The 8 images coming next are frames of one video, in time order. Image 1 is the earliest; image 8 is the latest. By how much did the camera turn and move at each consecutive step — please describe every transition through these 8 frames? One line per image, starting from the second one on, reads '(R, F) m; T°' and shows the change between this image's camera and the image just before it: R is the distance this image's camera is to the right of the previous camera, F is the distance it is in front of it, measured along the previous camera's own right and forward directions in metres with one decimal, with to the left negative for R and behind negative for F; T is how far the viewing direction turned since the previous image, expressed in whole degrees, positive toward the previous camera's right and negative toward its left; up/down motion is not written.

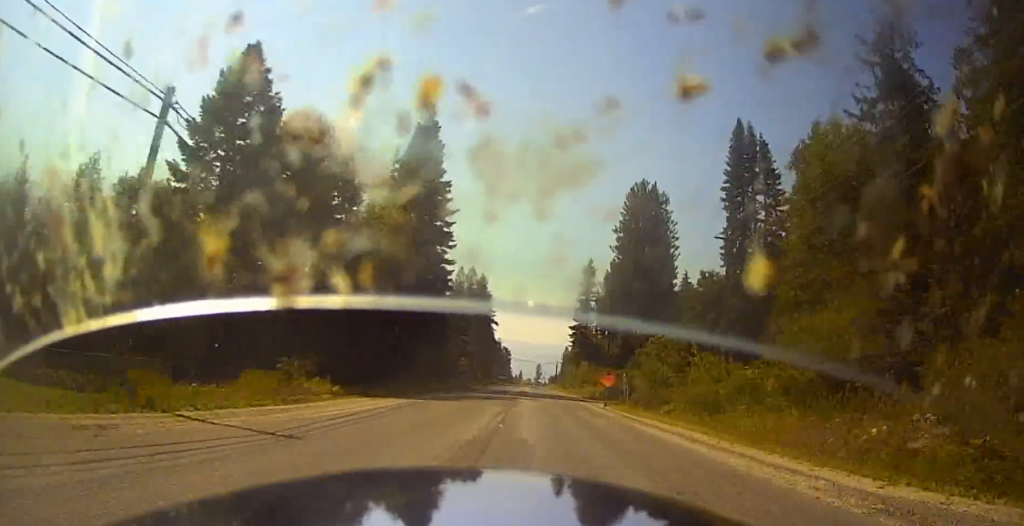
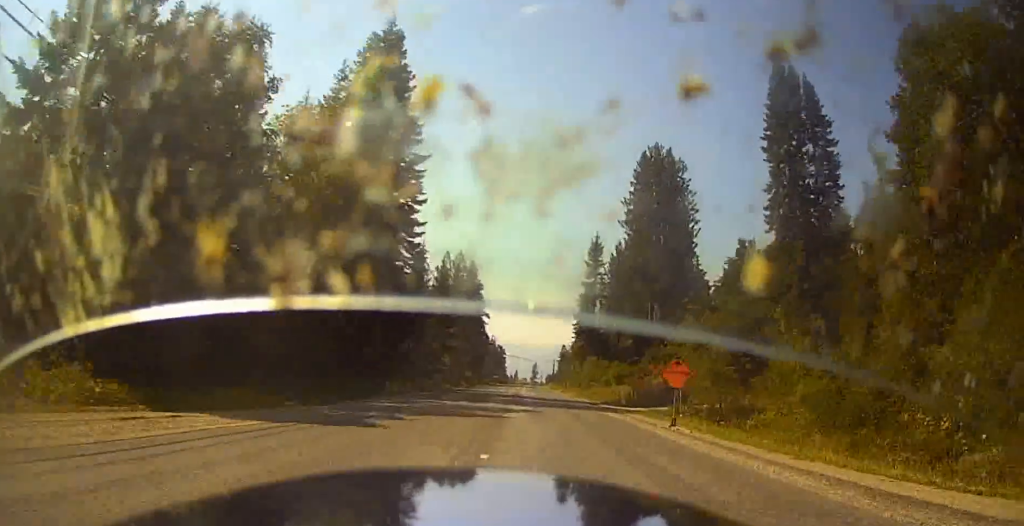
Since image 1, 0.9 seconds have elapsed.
(+0.2, +16.1) m; +2°
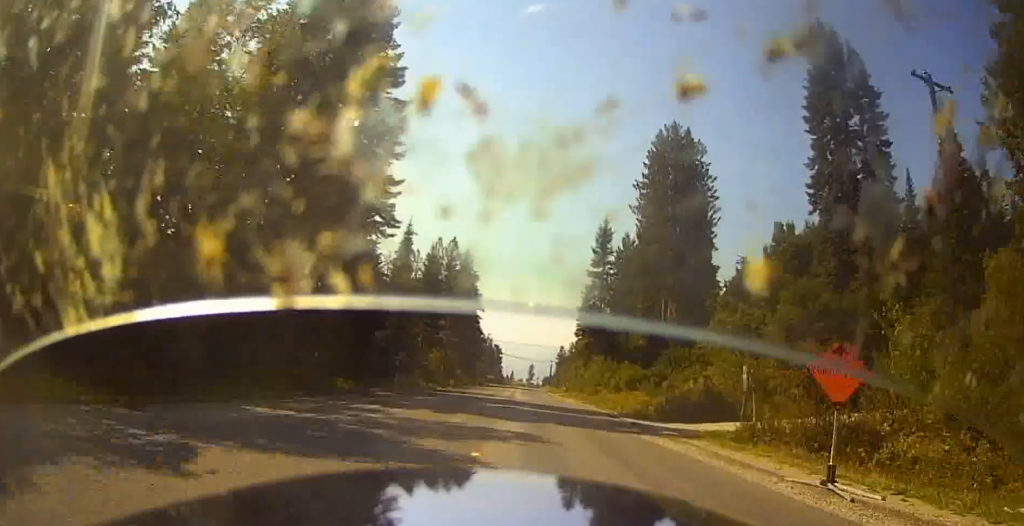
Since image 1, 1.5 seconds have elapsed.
(+0.2, +9.7) m; 0°
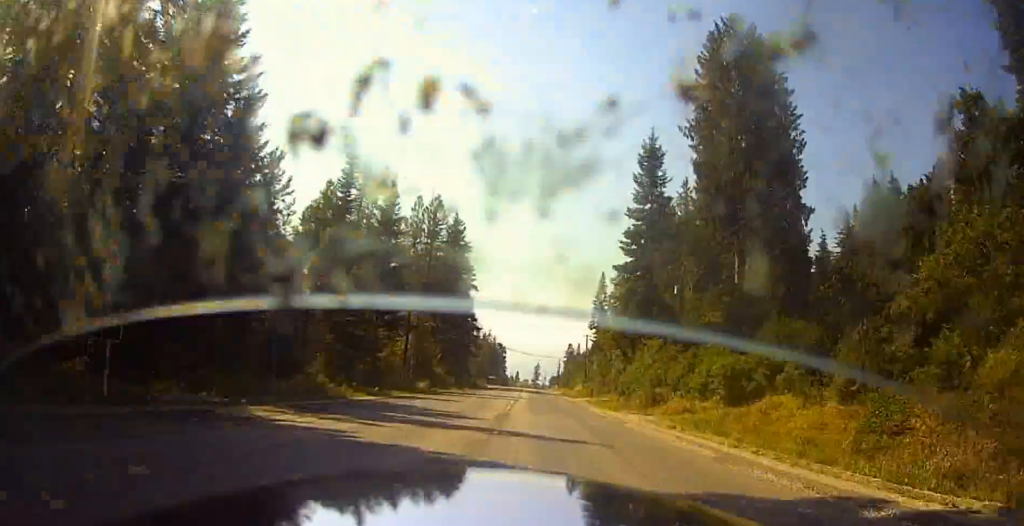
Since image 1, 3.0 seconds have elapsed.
(-0.5, +26.3) m; -3°
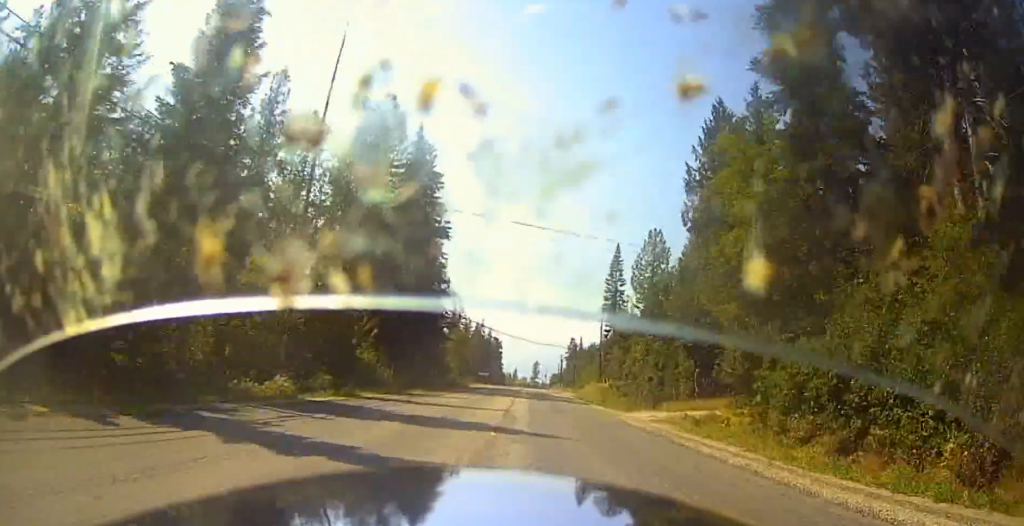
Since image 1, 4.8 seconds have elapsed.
(+0.5, +30.0) m; +2°
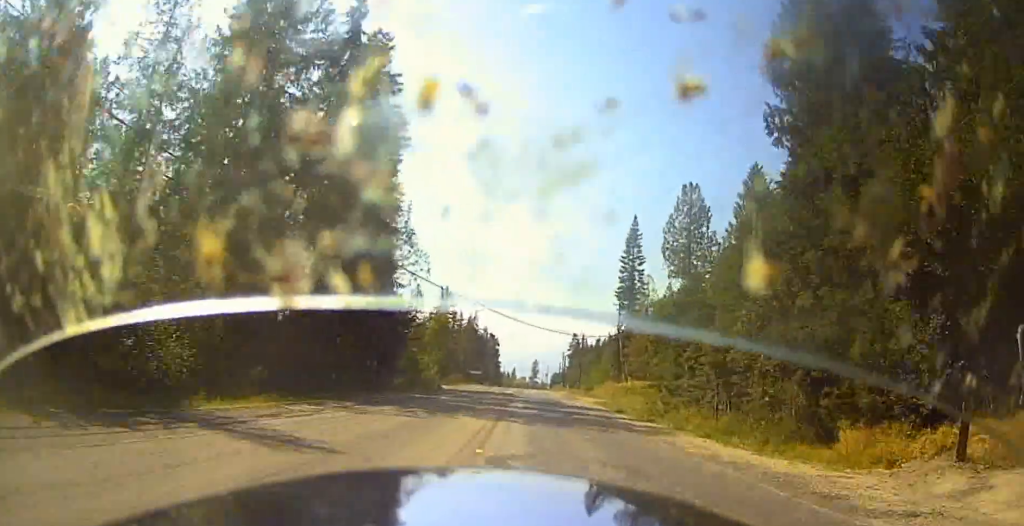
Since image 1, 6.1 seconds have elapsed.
(+0.1, +22.9) m; -2°
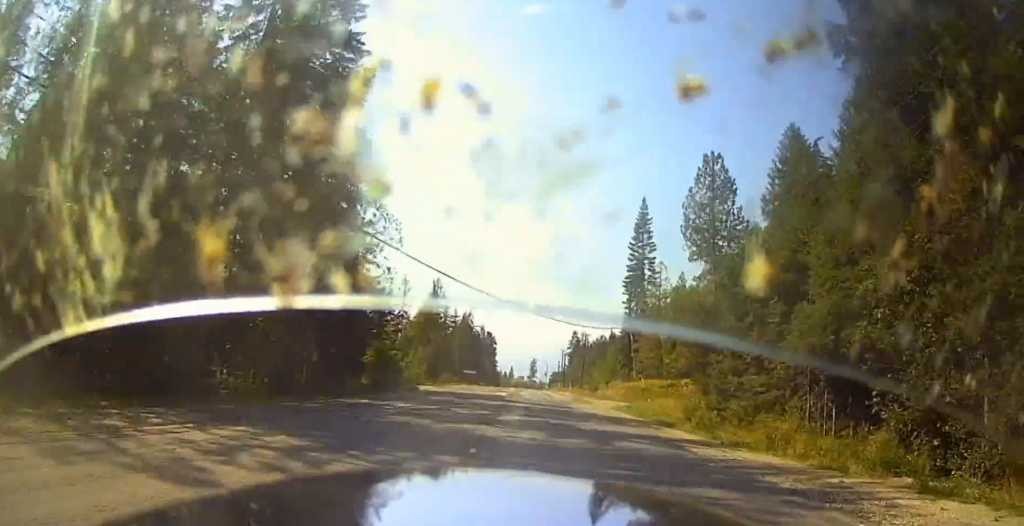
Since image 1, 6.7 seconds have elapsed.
(-0.2, +10.6) m; -1°
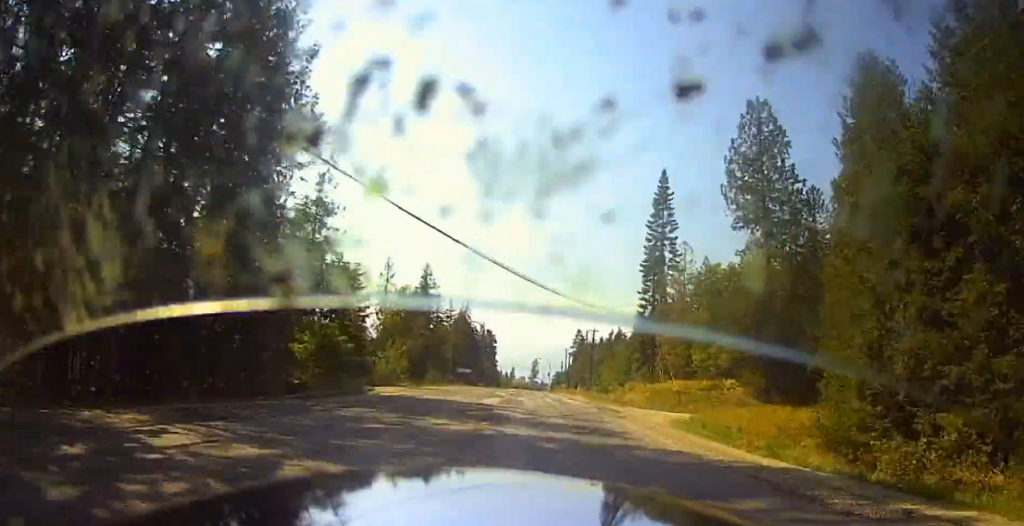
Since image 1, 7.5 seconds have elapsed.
(-0.2, +14.2) m; 0°
